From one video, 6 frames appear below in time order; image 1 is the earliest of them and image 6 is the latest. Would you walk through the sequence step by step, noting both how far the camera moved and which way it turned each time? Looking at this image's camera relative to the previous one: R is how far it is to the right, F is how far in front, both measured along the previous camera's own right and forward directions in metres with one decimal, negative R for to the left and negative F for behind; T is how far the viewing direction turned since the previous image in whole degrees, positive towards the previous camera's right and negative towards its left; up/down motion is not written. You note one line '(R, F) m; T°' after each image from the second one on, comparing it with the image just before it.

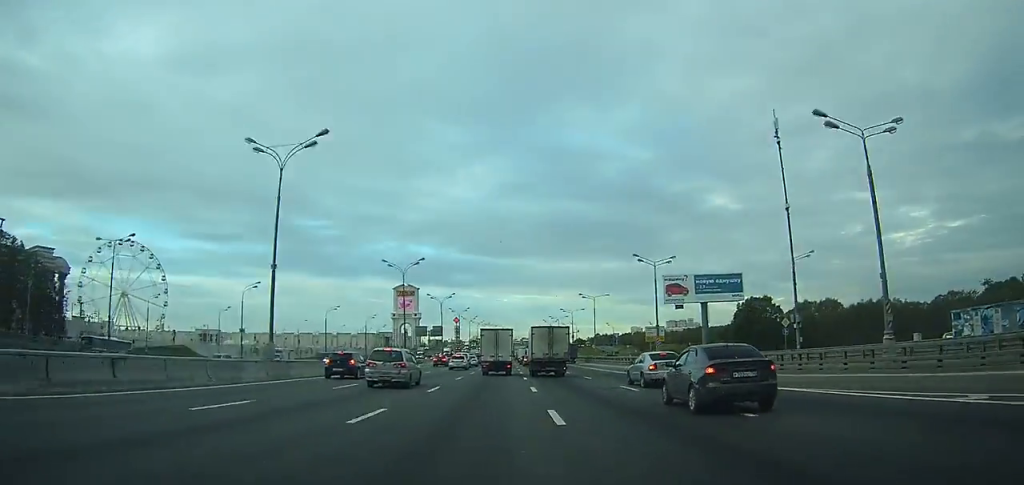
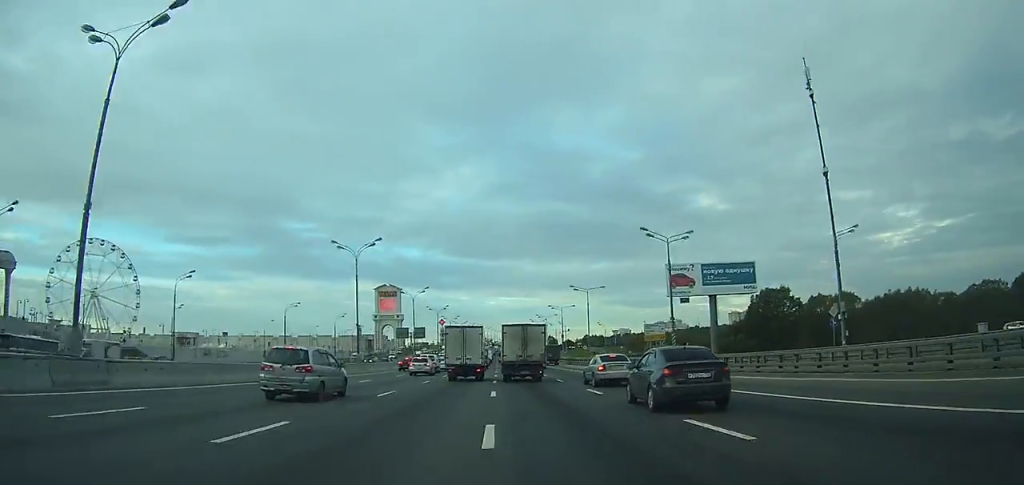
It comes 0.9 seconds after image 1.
(+0.1, +13.1) m; +1°
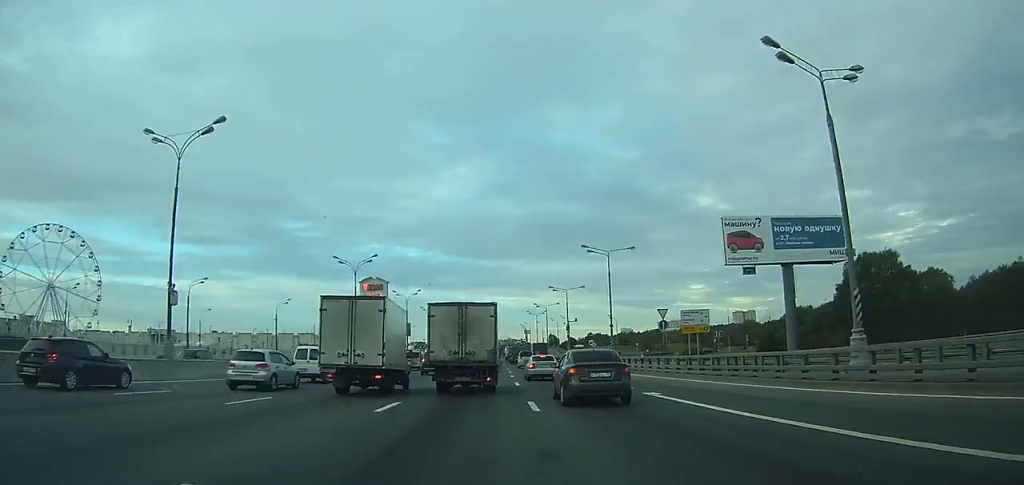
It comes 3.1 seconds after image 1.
(+0.5, +30.0) m; +1°
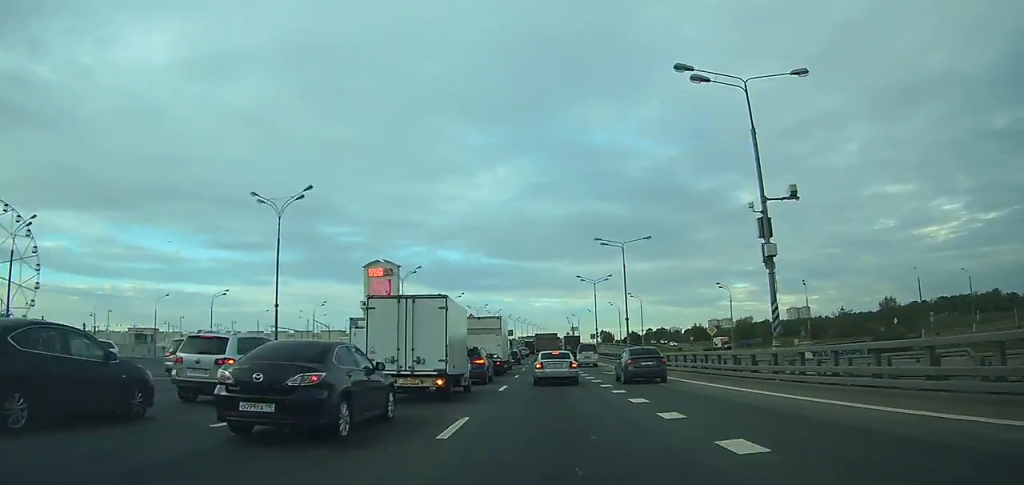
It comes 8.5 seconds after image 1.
(-0.9, +65.6) m; -2°
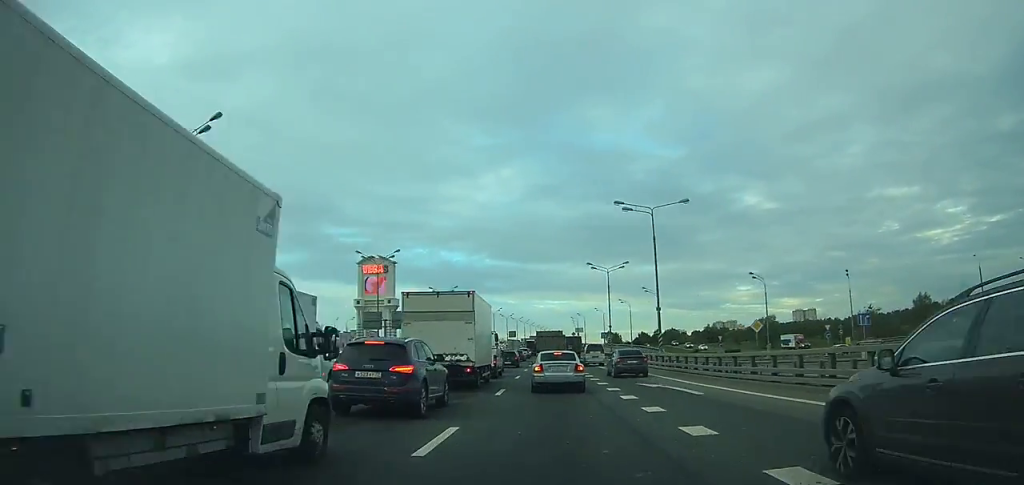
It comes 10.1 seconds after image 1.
(+0.1, +12.7) m; 0°
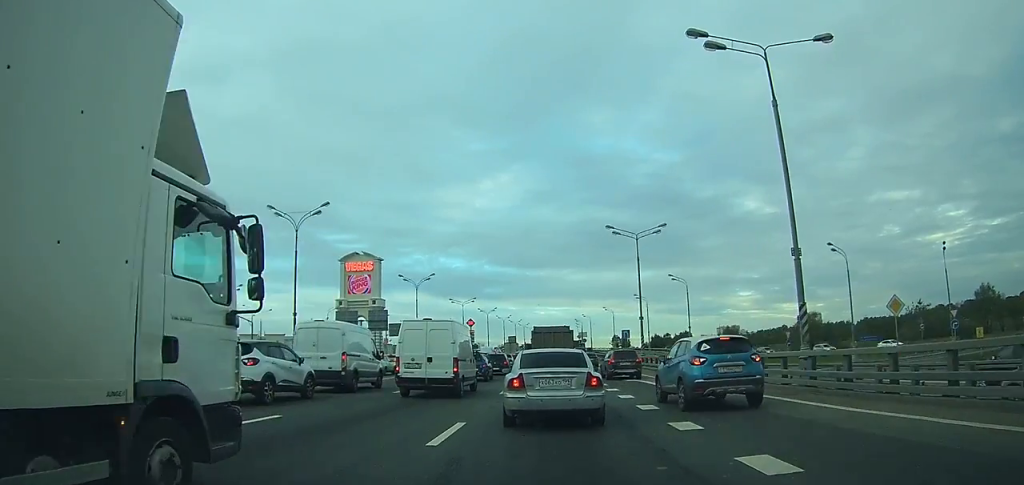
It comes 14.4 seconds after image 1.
(-0.2, +23.1) m; -2°
